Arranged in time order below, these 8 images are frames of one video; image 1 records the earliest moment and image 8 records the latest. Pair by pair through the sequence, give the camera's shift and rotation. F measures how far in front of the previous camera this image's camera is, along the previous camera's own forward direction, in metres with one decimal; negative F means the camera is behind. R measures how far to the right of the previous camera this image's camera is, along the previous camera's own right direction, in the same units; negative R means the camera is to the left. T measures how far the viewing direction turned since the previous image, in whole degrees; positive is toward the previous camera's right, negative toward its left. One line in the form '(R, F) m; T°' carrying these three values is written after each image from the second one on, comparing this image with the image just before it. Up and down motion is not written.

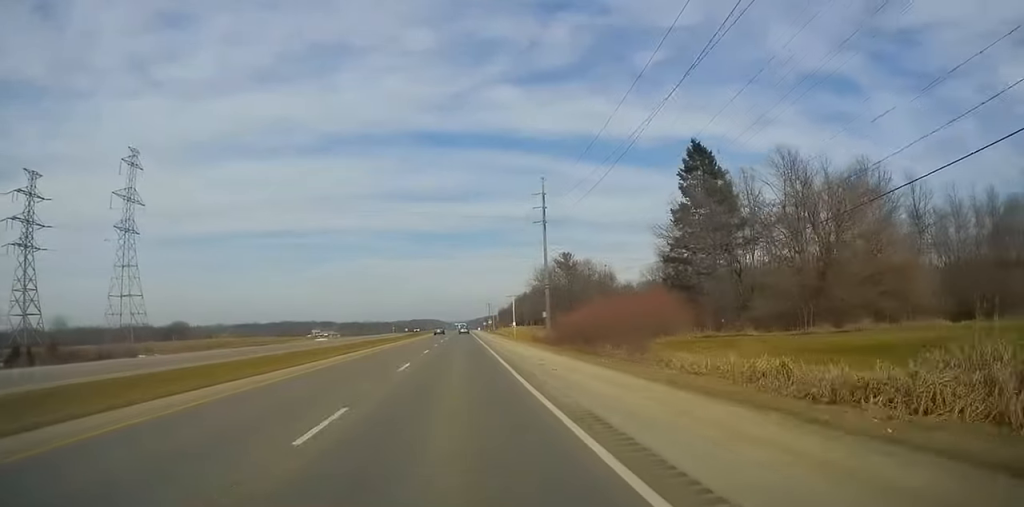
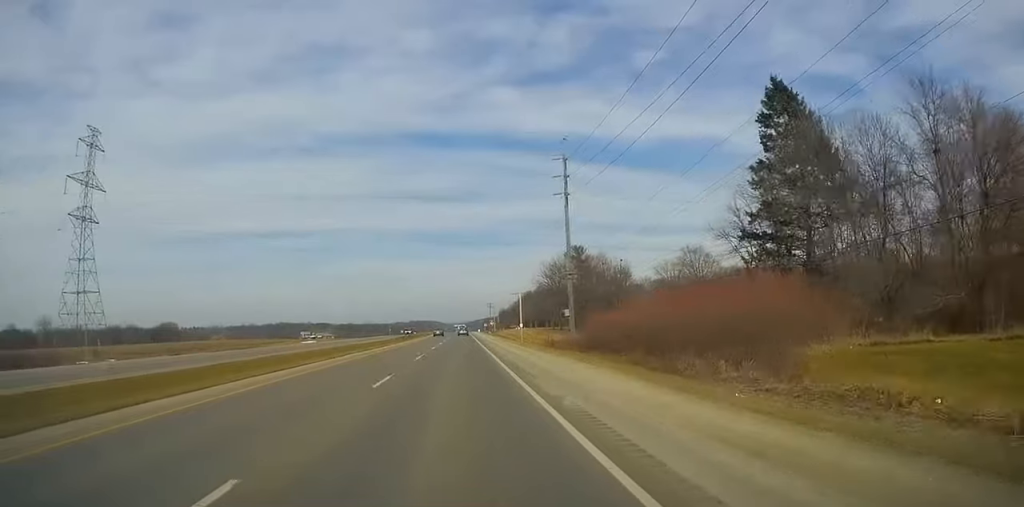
(+0.1, +17.6) m; -1°
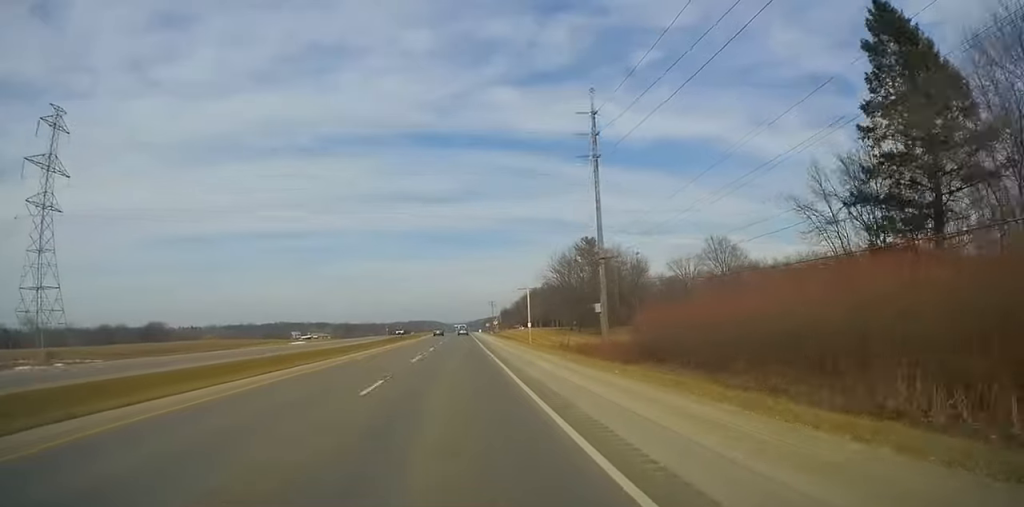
(-0.4, +13.7) m; -1°
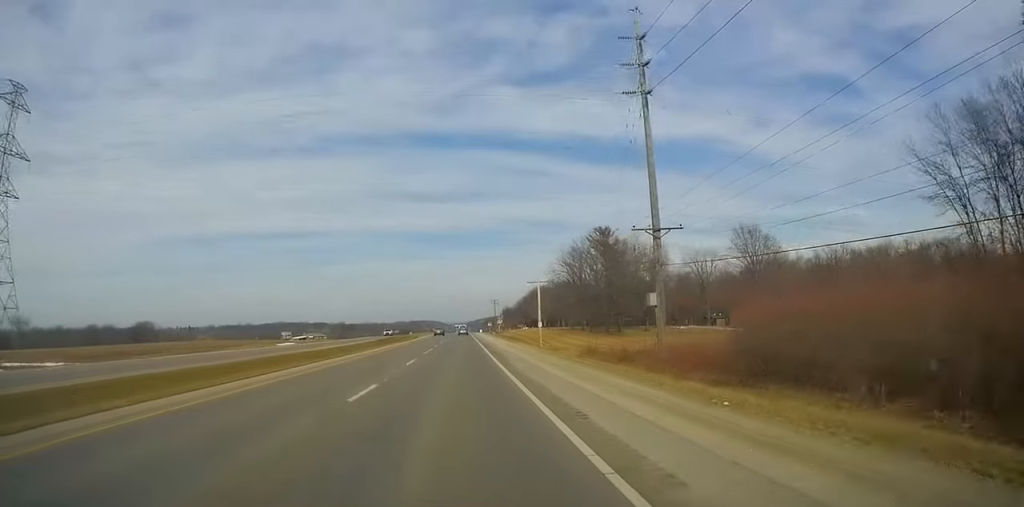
(-0.1, +13.8) m; 0°
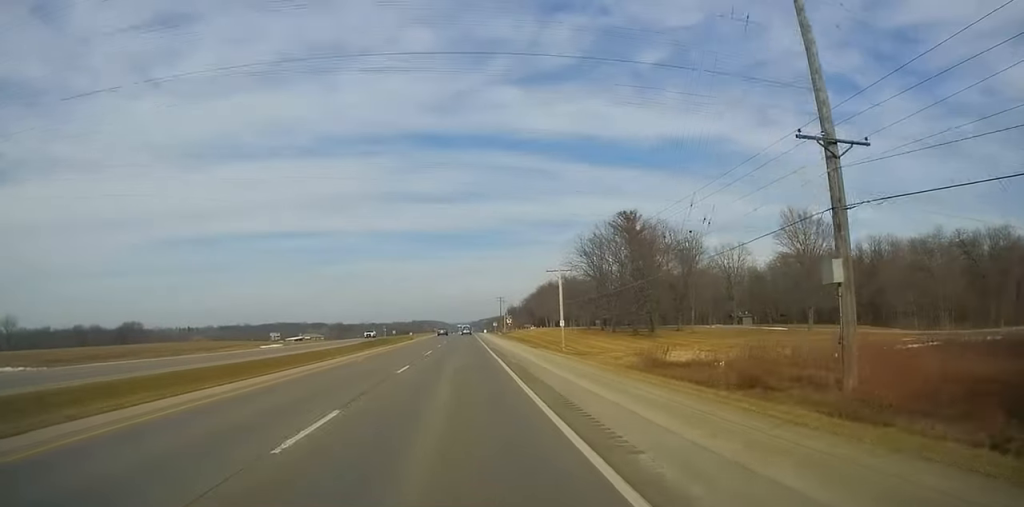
(+0.1, +16.8) m; +1°
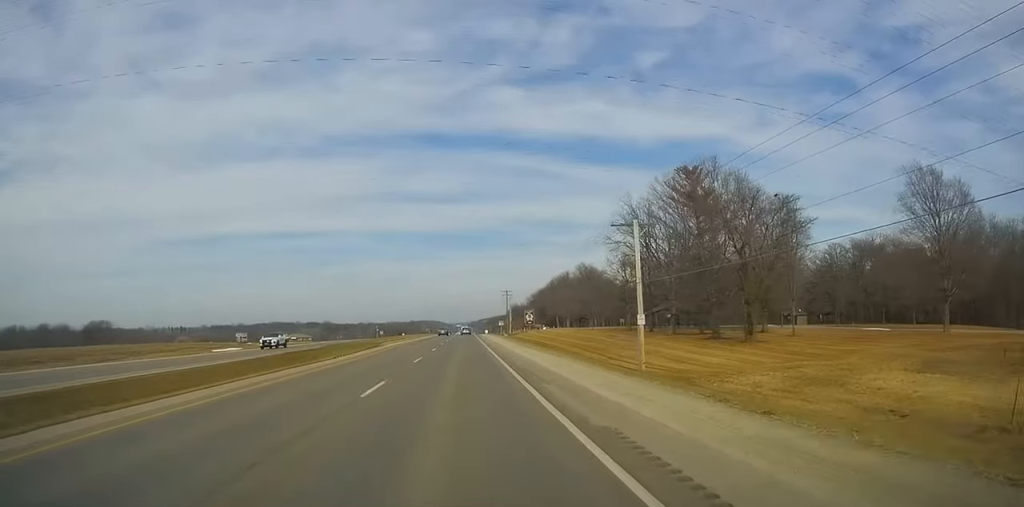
(+0.2, +31.2) m; -1°
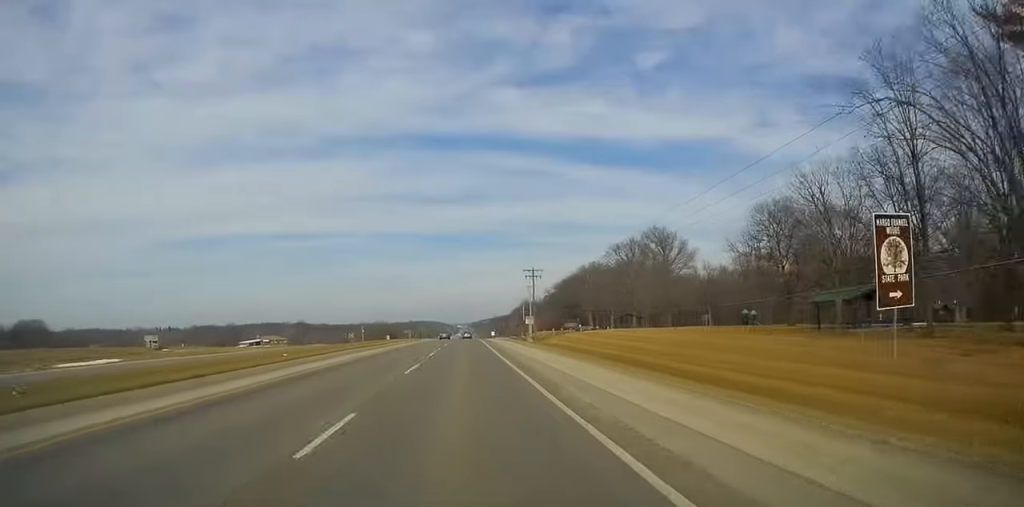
(+0.1, +54.3) m; 0°
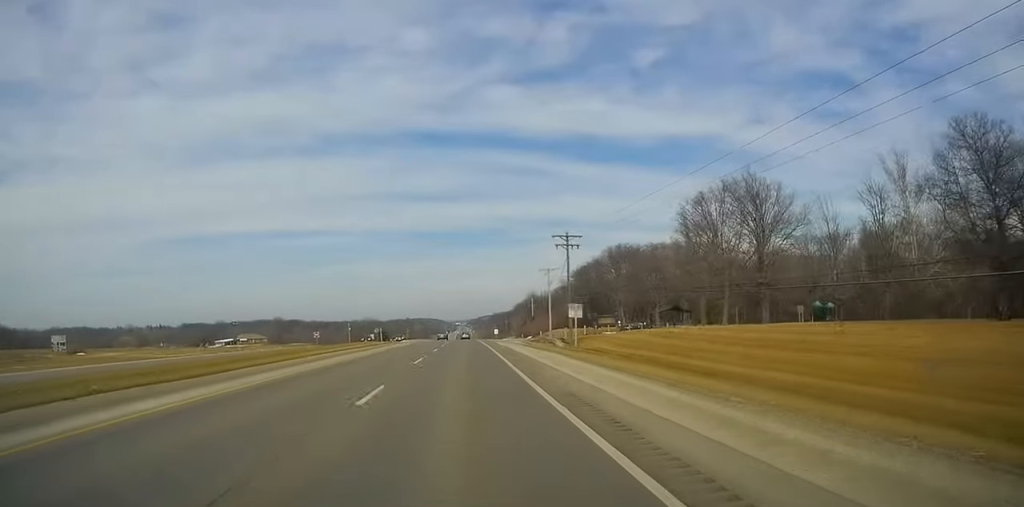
(-0.6, +32.3) m; -1°
